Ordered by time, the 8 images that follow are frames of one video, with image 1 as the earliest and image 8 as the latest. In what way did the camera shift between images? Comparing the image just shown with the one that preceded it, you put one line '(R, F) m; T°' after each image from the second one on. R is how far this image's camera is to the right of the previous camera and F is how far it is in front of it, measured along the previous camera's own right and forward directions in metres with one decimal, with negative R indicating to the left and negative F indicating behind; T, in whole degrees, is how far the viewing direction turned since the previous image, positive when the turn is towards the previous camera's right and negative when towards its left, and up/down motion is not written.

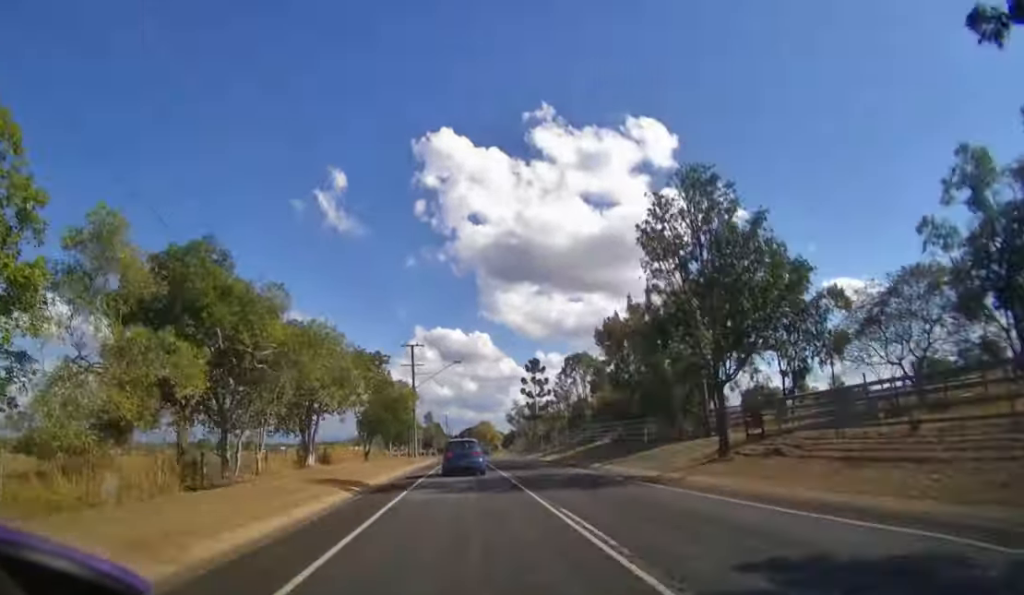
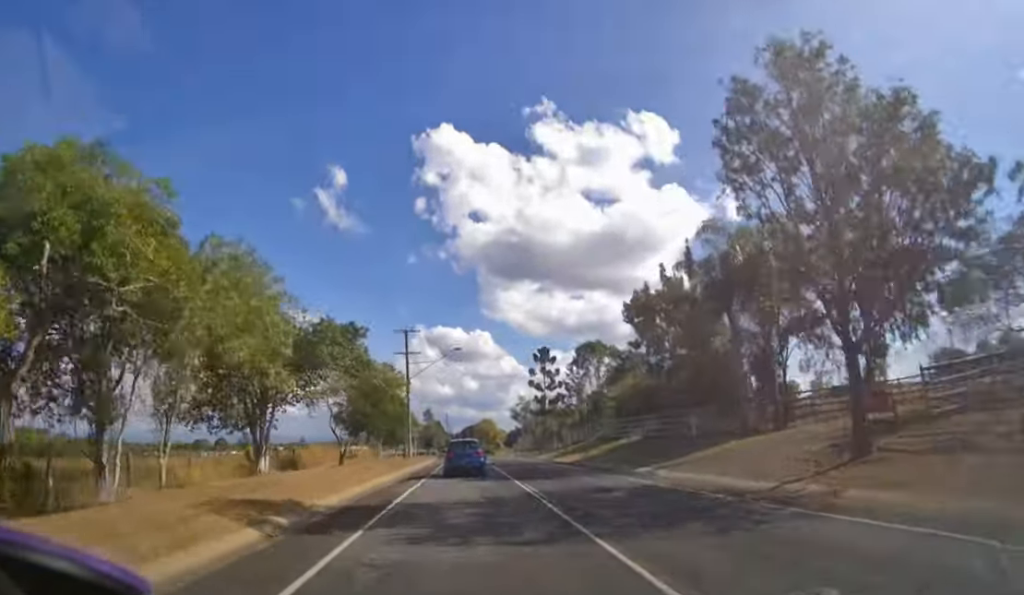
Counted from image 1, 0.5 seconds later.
(0.0, +8.2) m; 0°
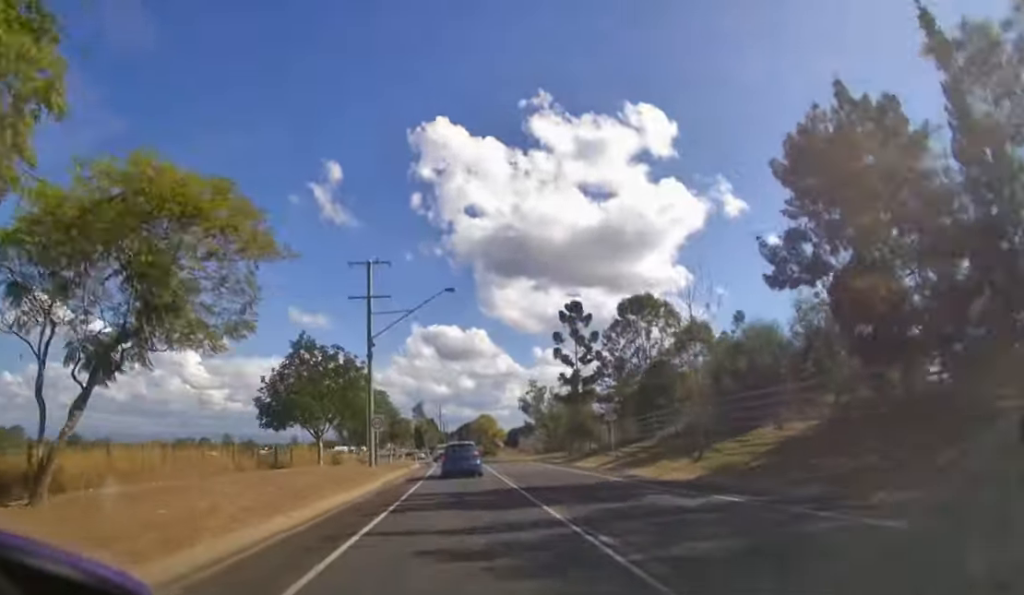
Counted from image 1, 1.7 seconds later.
(0.0, +19.3) m; 0°
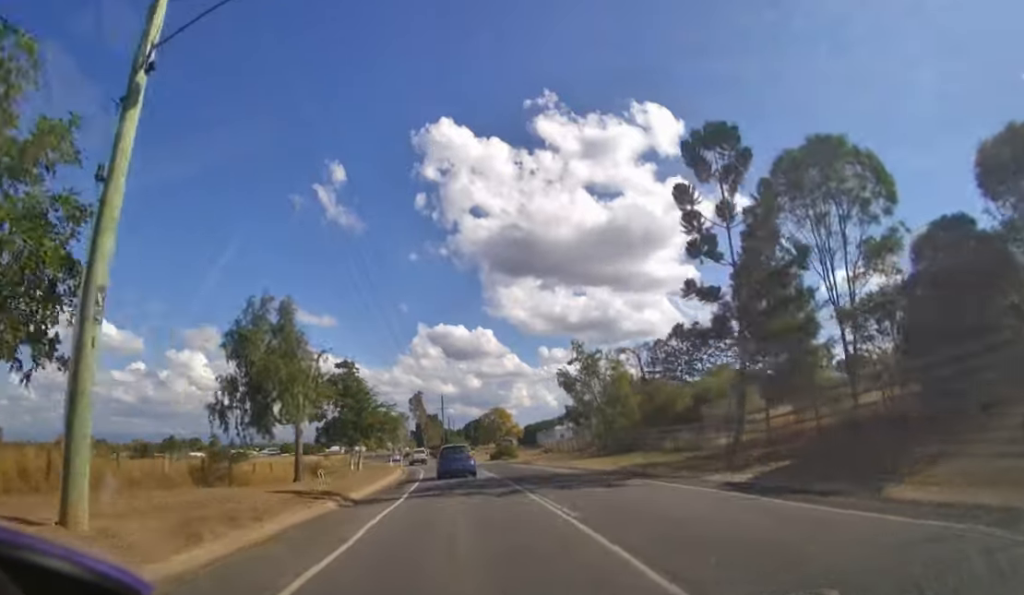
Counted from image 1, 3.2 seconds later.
(0.0, +22.5) m; -1°
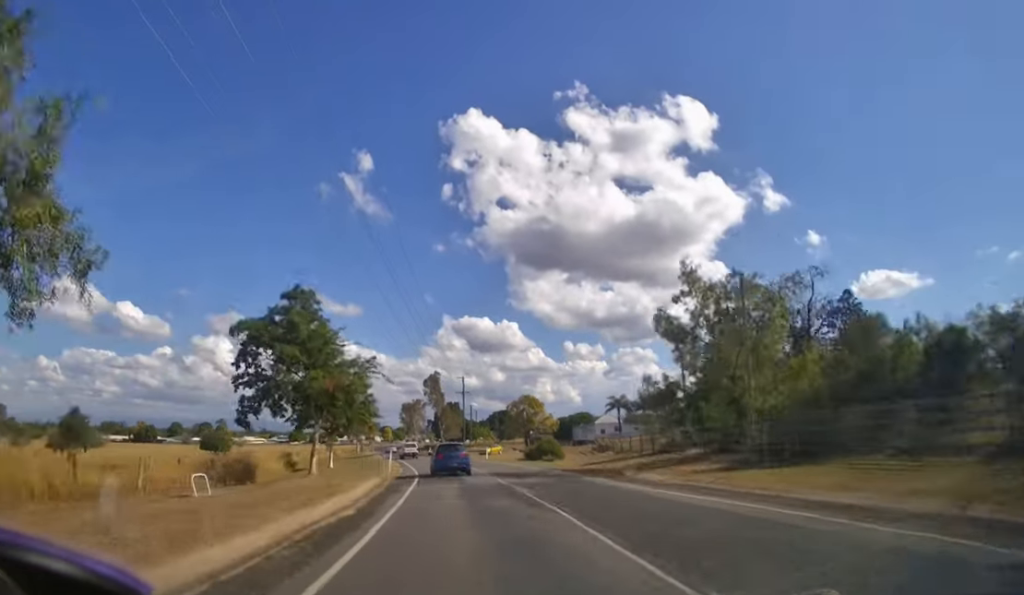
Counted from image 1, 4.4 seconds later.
(-0.3, +16.2) m; -2°
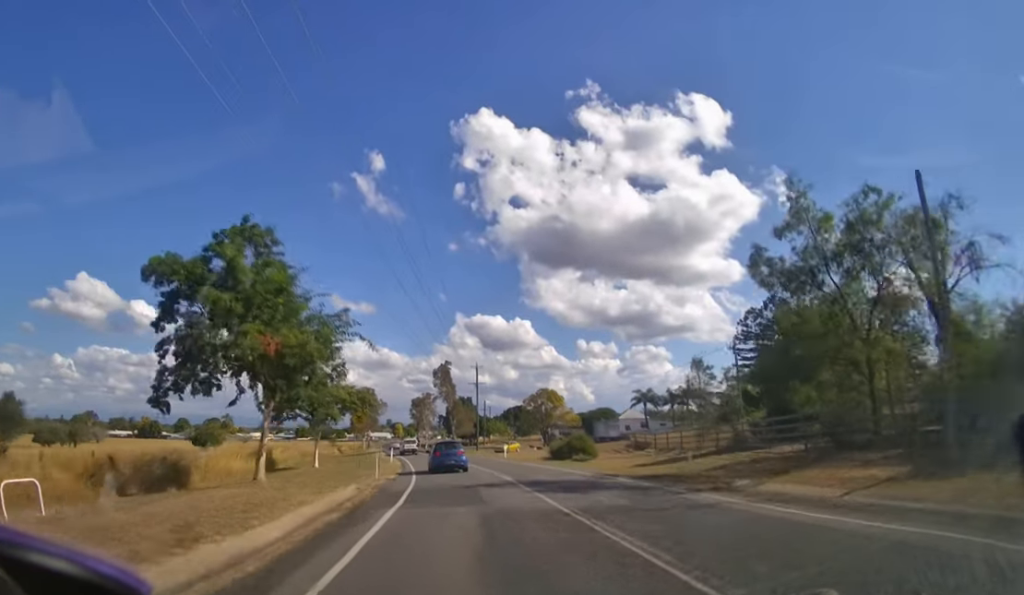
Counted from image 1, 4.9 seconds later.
(-0.1, +6.7) m; -1°
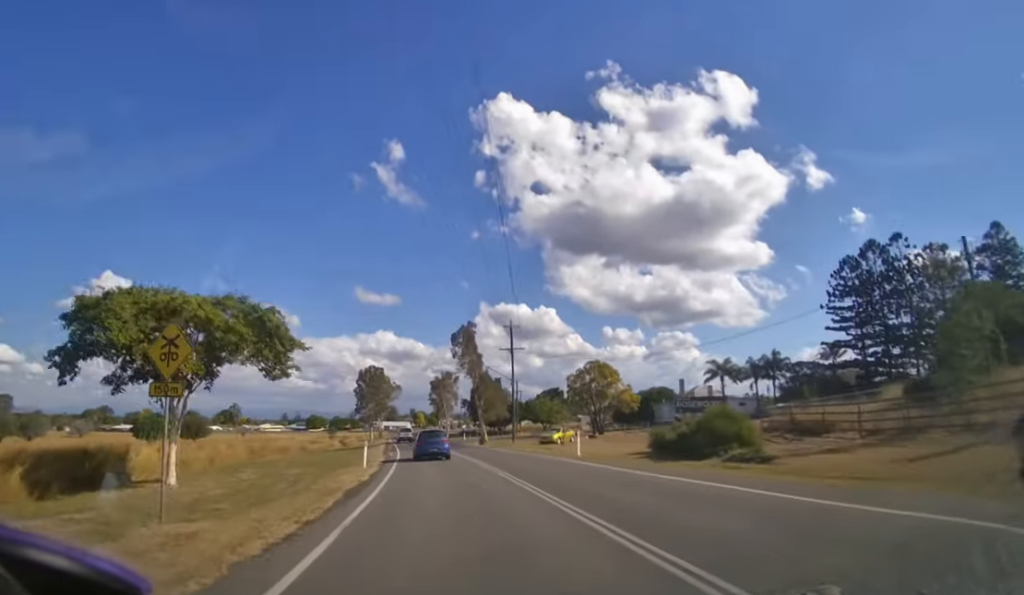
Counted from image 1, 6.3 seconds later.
(-0.4, +16.9) m; -3°
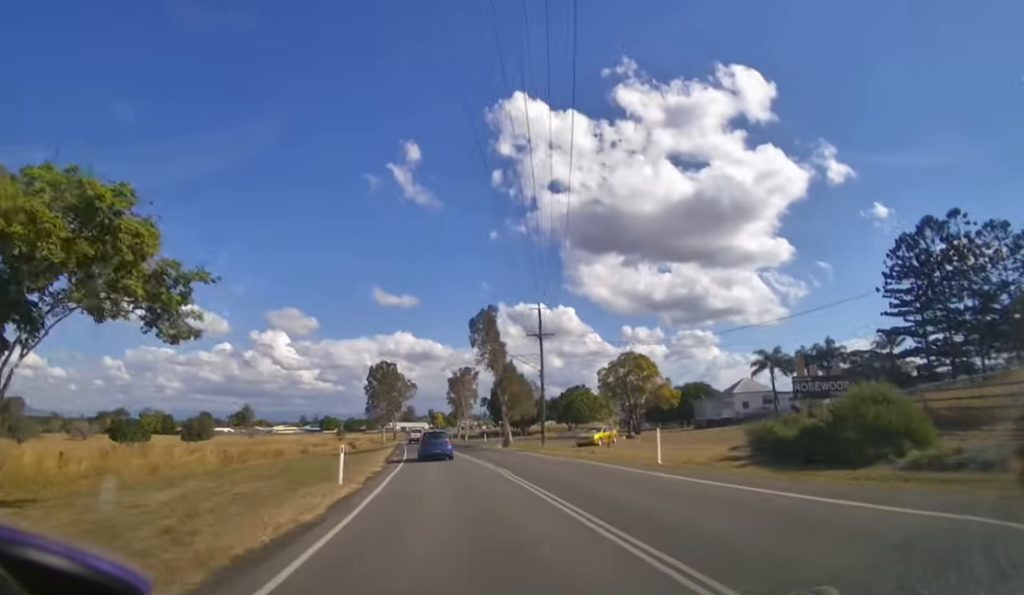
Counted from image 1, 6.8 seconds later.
(-0.1, +7.2) m; -1°
